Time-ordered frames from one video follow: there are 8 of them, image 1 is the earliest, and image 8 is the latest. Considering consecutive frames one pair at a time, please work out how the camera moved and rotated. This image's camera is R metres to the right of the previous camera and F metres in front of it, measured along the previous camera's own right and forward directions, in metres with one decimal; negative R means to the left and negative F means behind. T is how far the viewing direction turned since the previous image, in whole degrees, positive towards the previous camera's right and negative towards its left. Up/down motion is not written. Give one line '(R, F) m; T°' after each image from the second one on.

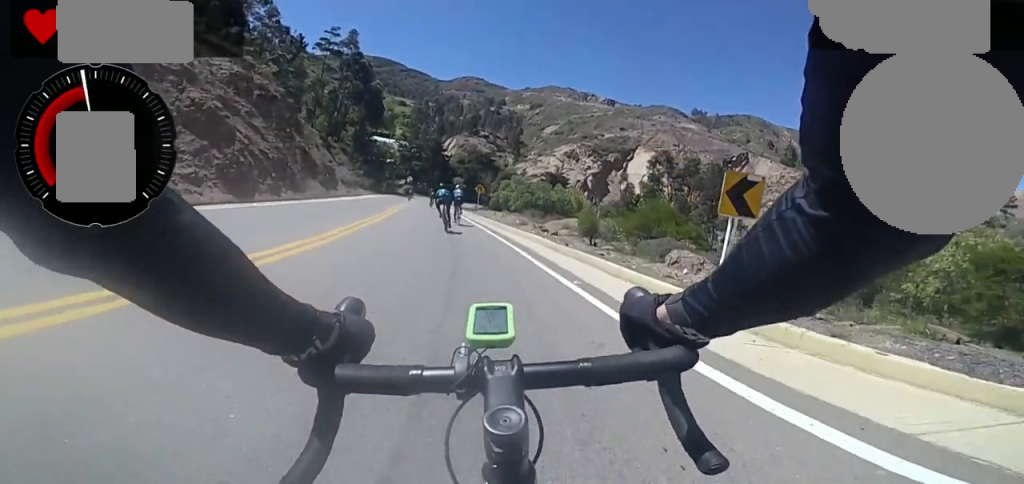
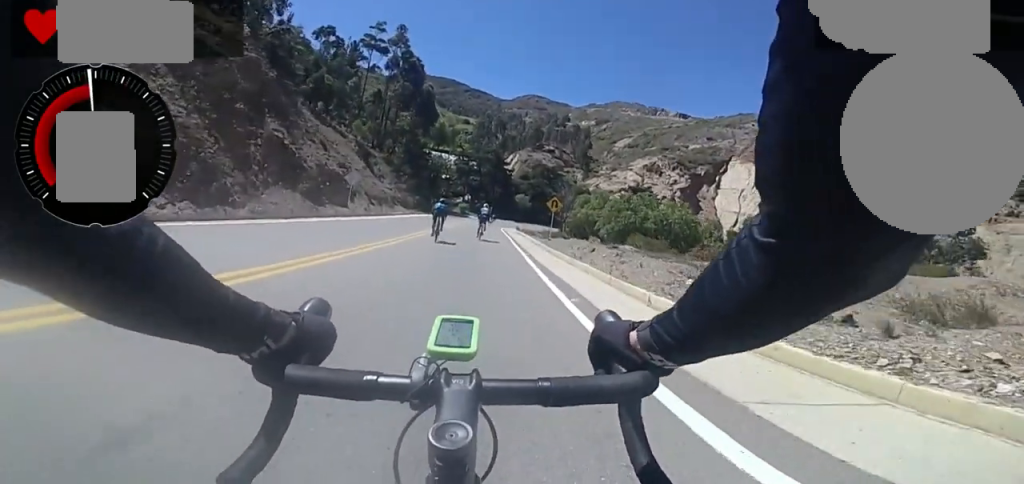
(-2.1, +13.1) m; -5°
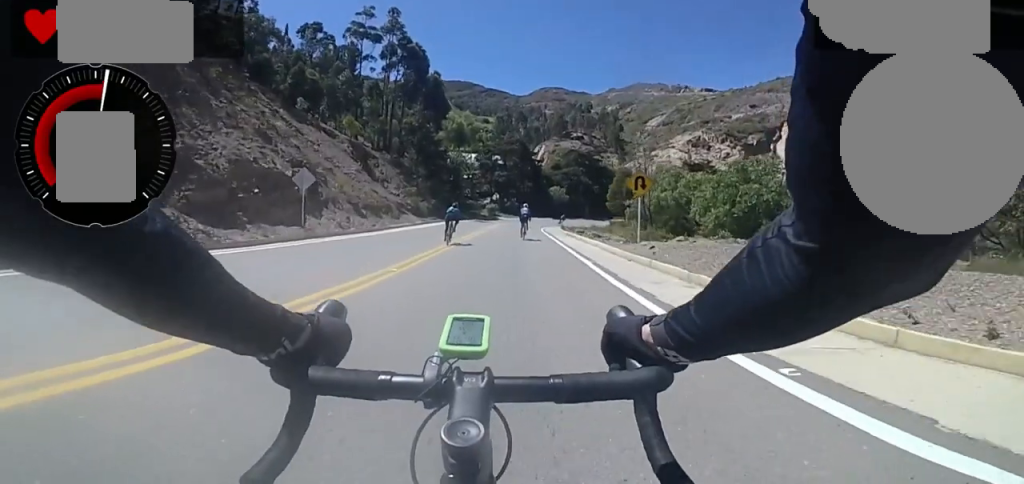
(+0.9, +9.5) m; +5°
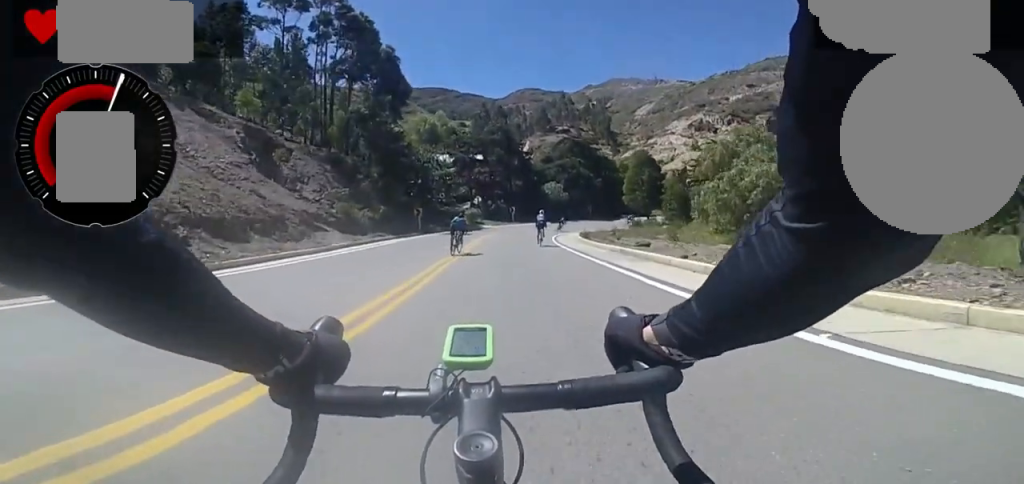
(+0.4, +12.3) m; +3°
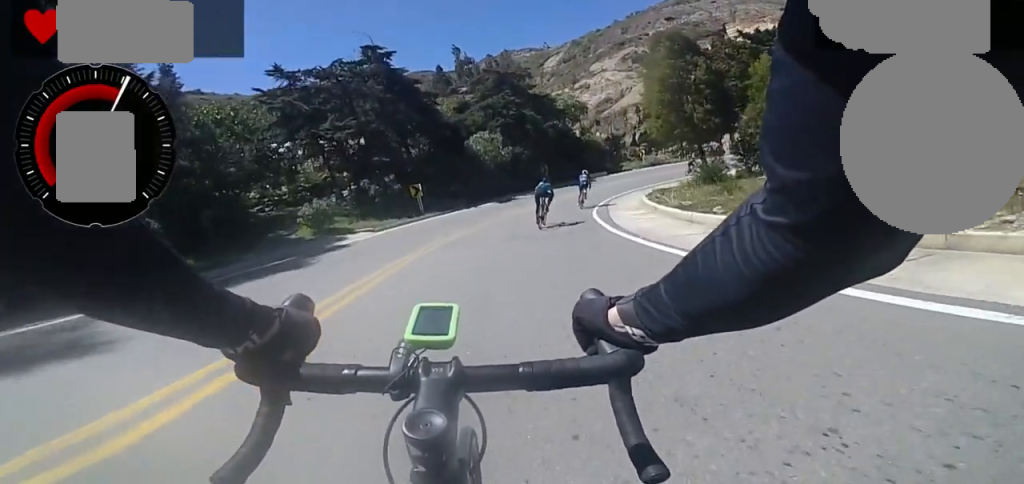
(0.0, +21.9) m; +12°
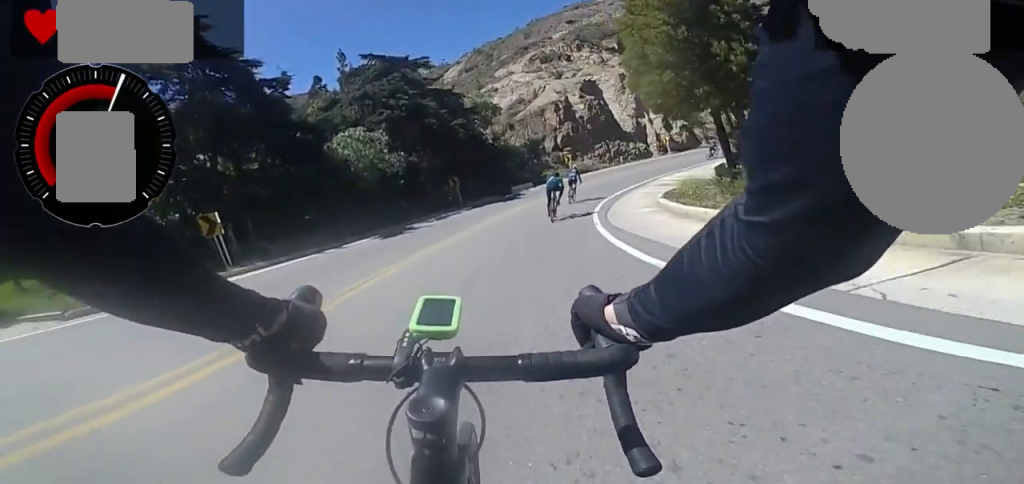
(+2.2, +9.4) m; +12°
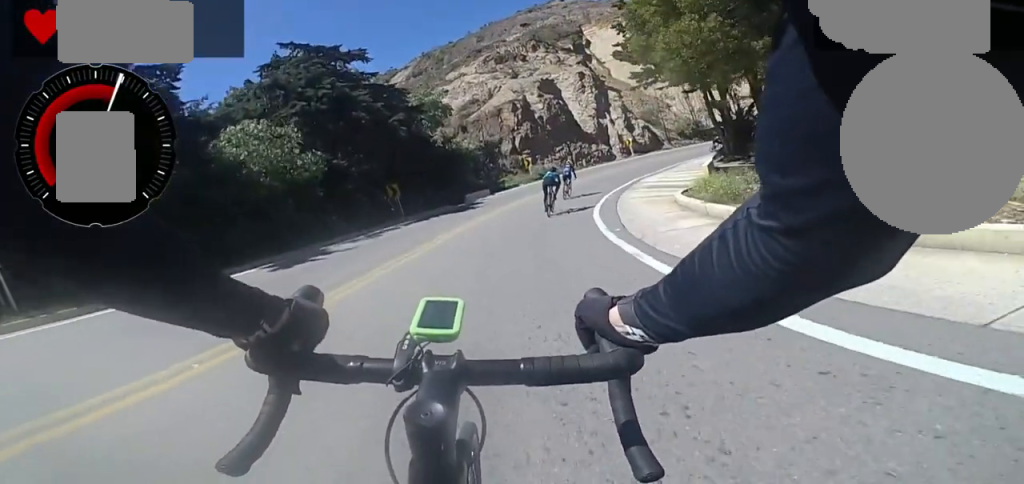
(+0.3, +4.3) m; +4°
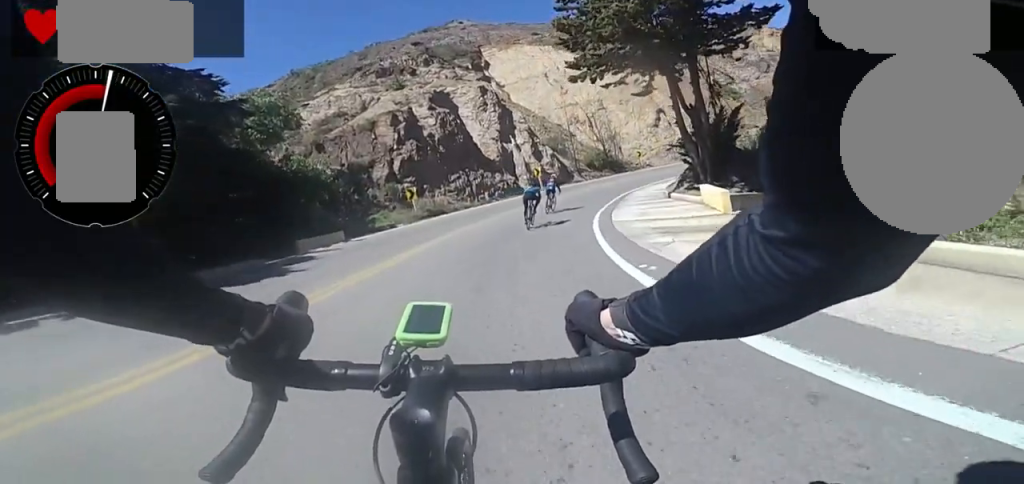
(-0.7, +9.2) m; +11°
